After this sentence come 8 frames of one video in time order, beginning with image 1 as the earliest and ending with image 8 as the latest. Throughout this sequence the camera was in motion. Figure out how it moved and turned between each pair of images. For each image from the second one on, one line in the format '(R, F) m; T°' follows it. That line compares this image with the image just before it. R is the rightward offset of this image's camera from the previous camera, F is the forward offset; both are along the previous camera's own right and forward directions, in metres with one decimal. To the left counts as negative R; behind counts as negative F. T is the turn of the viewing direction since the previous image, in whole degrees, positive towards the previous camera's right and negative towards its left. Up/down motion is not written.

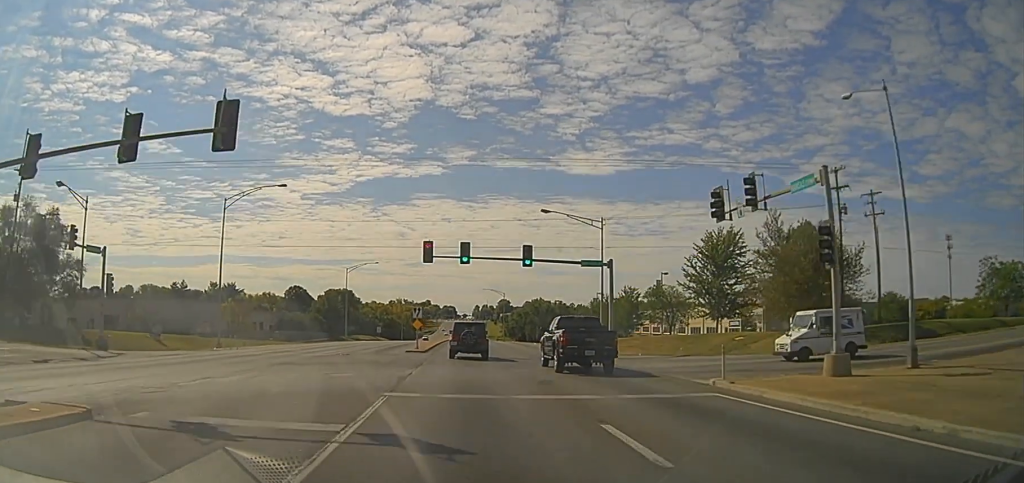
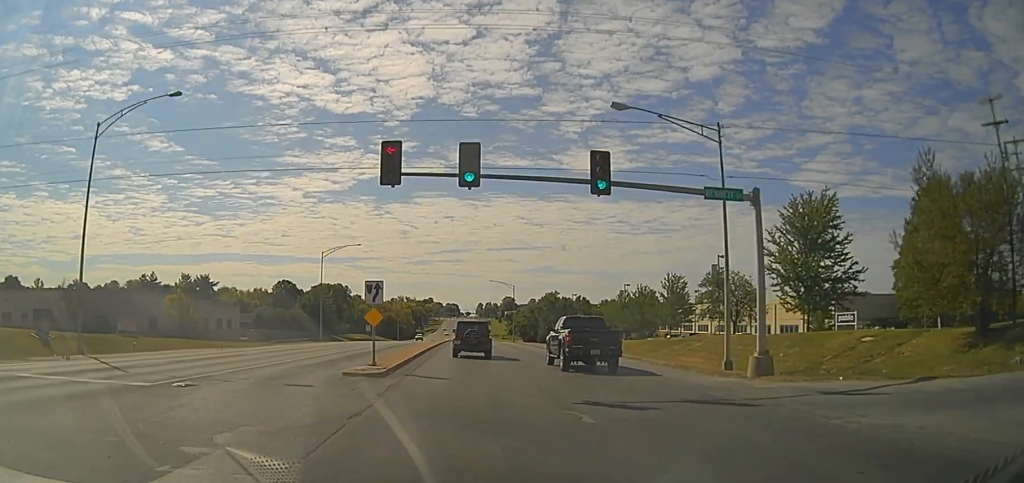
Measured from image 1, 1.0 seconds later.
(+0.1, +20.1) m; 0°
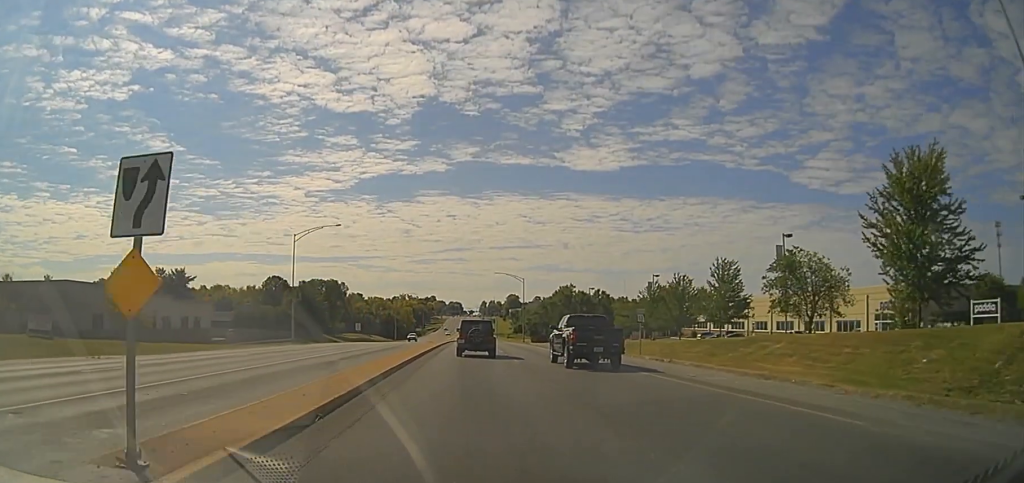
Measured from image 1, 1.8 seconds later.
(-0.1, +15.9) m; 0°
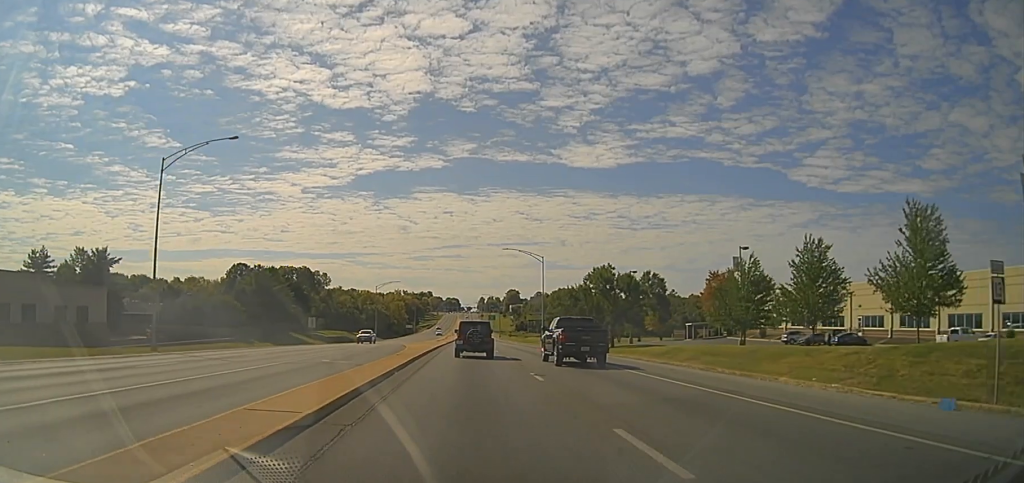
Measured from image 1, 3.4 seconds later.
(+0.2, +33.6) m; +1°
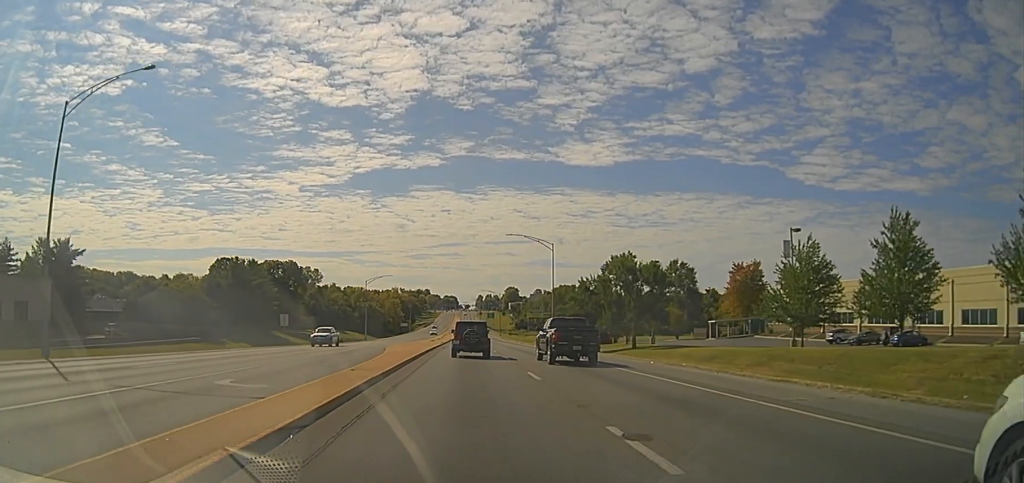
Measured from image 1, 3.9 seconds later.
(0.0, +12.2) m; -1°
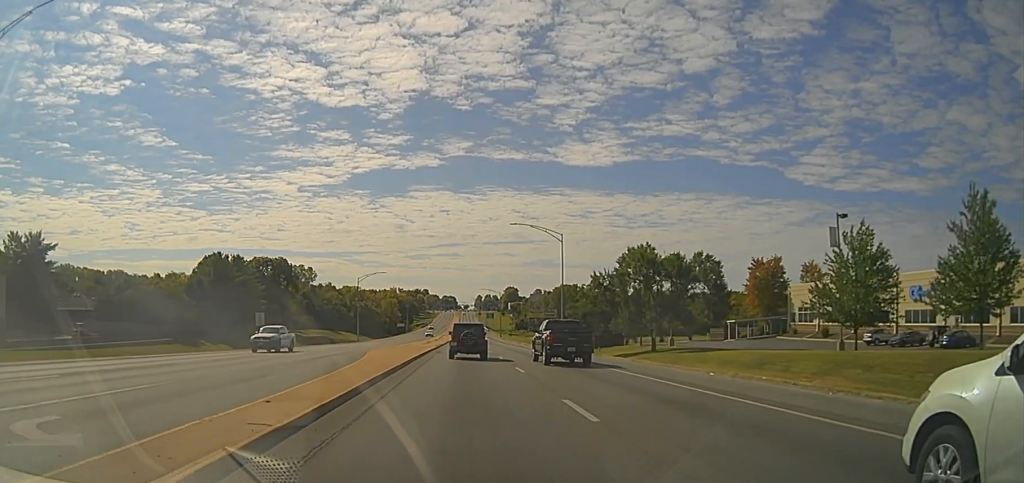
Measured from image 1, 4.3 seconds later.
(+0.1, +8.4) m; 0°
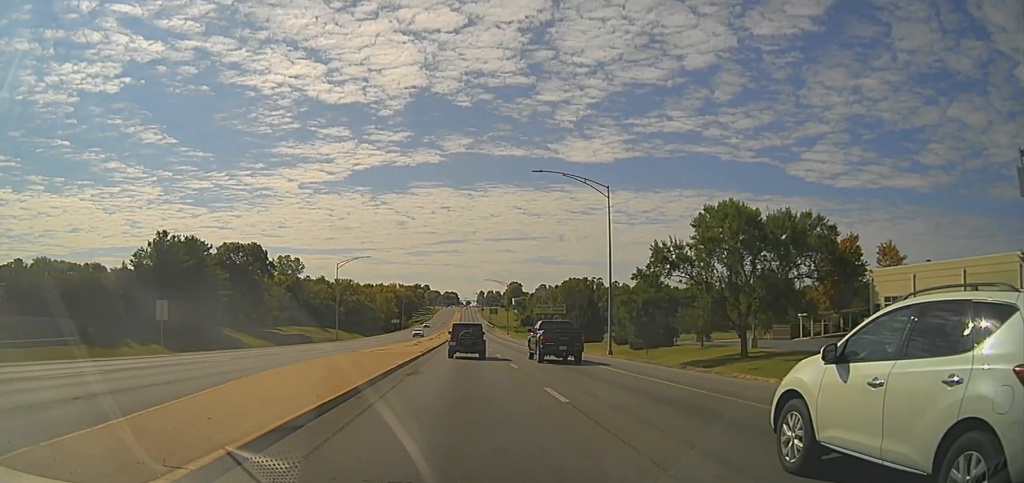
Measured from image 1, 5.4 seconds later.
(-0.4, +21.8) m; 0°
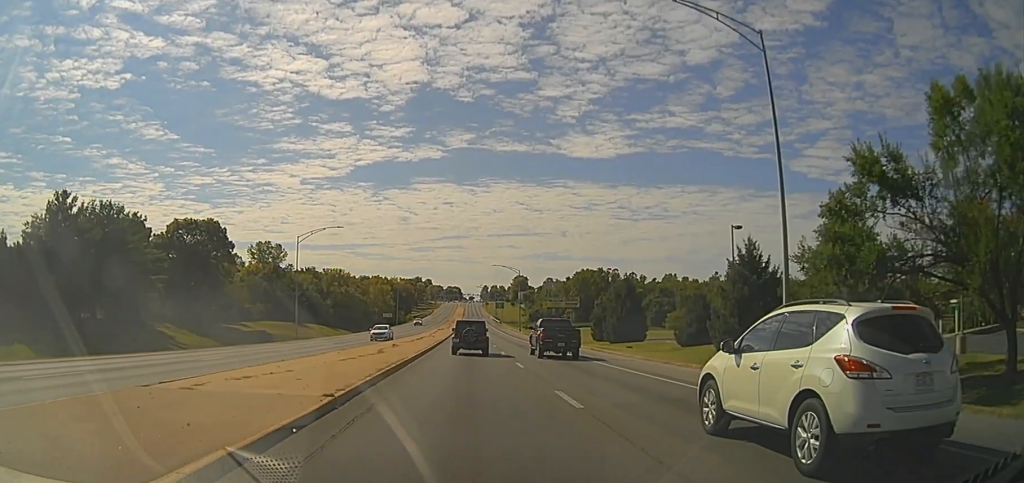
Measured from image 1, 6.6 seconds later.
(+0.5, +25.7) m; +1°
